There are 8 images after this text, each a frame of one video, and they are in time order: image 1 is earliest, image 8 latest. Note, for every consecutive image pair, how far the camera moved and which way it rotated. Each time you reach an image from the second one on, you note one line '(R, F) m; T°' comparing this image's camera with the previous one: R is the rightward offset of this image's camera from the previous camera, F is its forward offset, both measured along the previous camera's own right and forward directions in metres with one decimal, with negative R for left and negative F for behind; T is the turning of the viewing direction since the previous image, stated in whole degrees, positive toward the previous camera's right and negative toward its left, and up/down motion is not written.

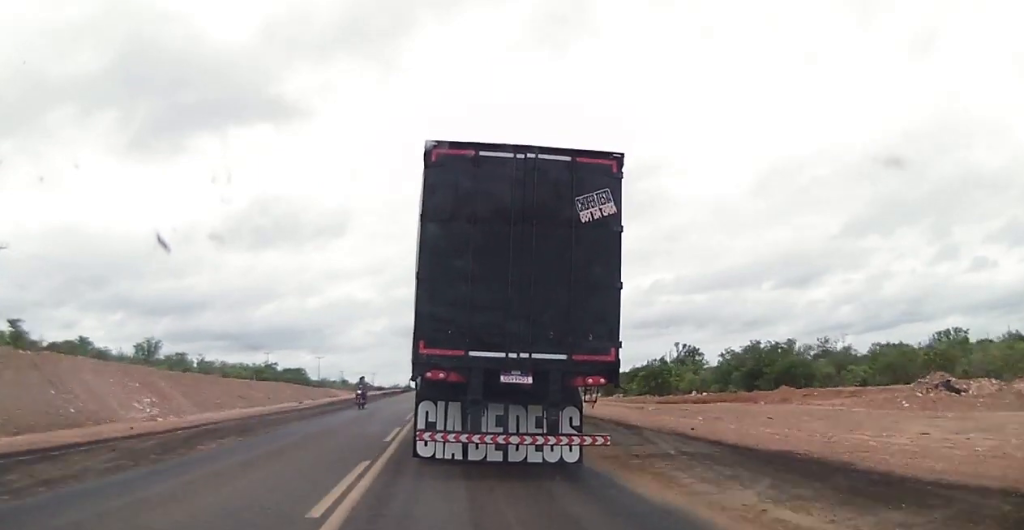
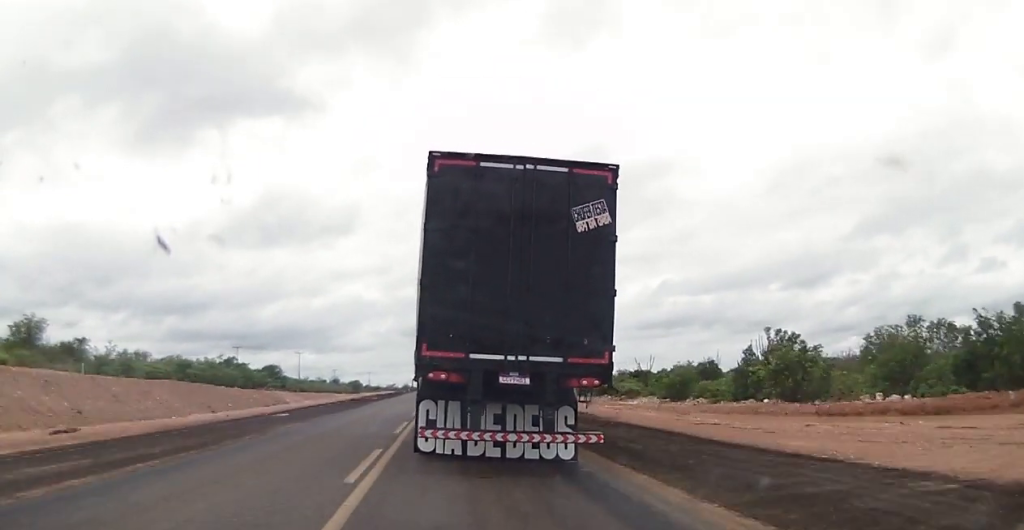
(-0.9, +30.8) m; -1°
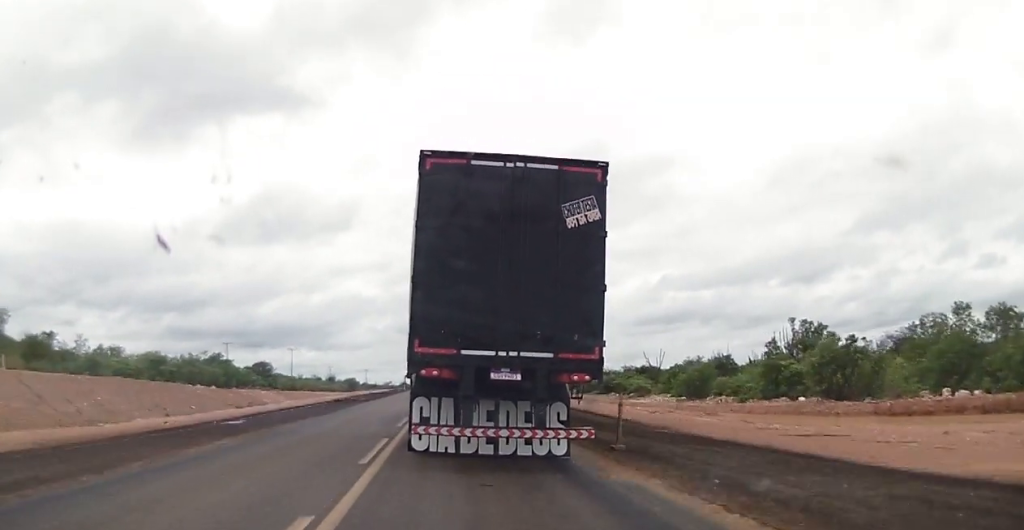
(+0.1, +6.5) m; +1°
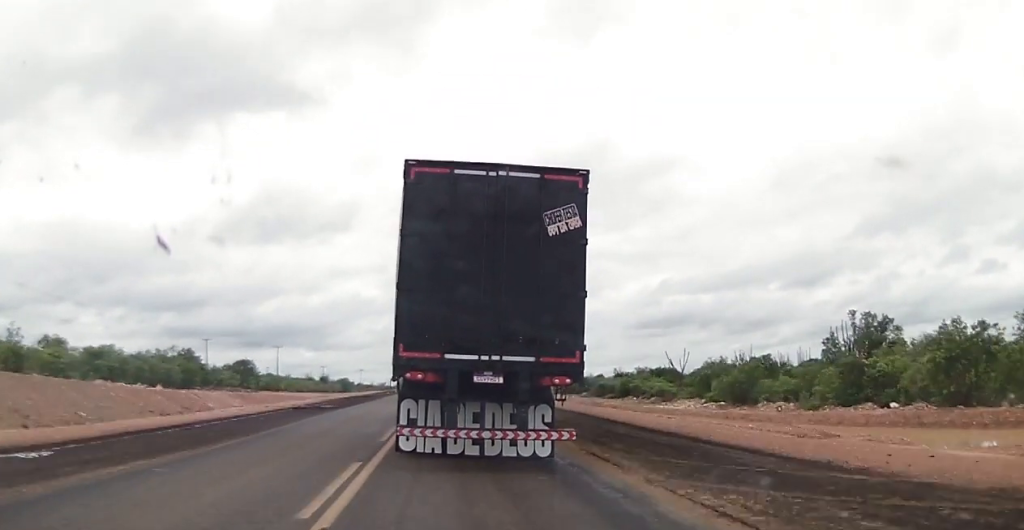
(0.0, +12.2) m; -2°
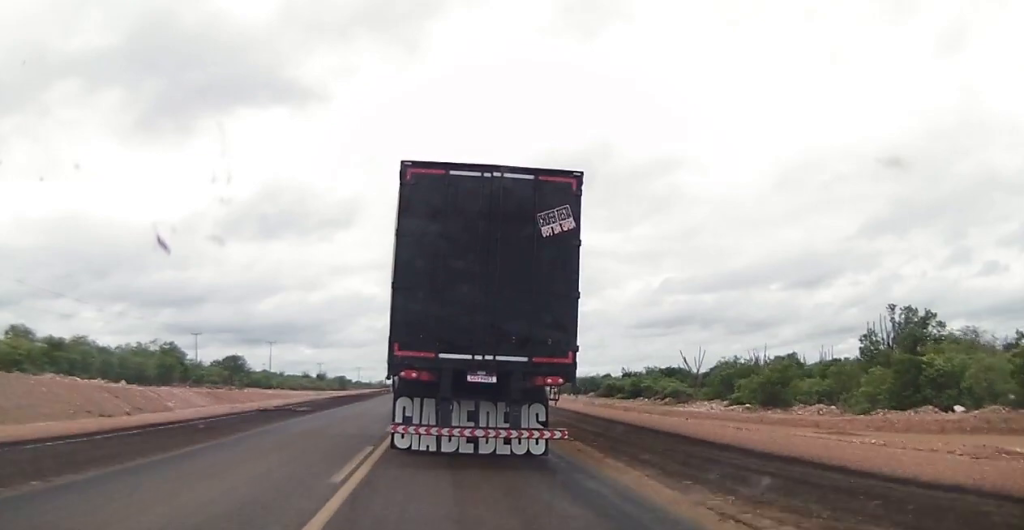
(-0.3, +6.2) m; 0°
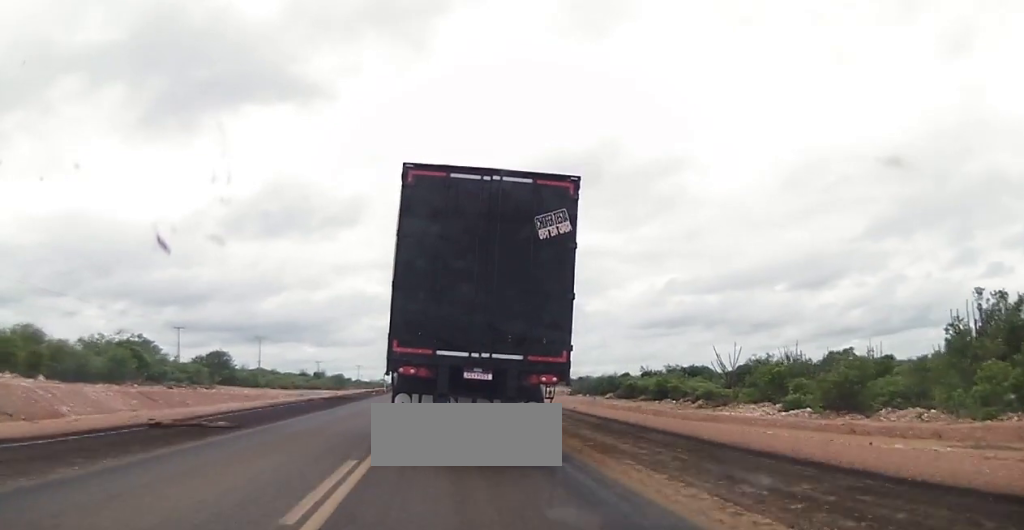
(-0.1, +10.7) m; +1°
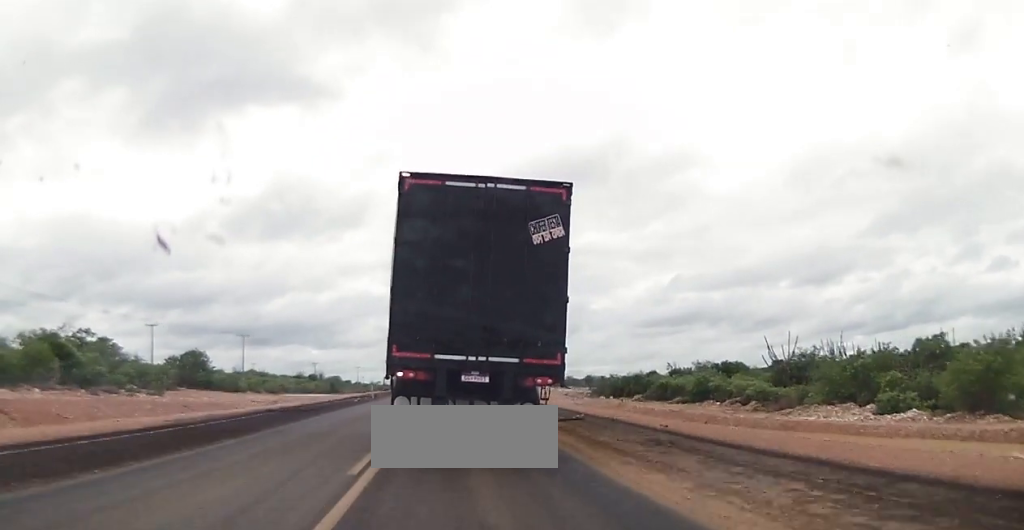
(+0.4, +13.0) m; +1°
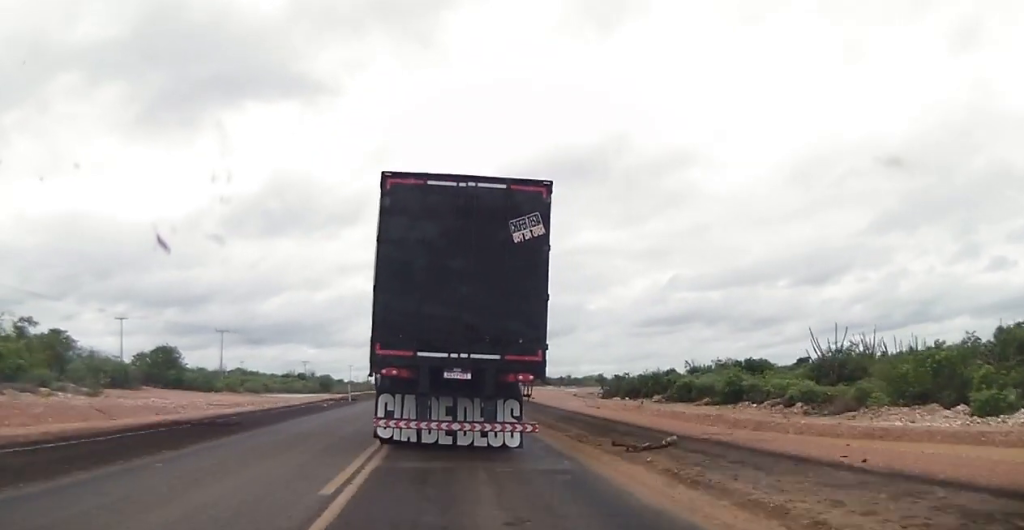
(0.0, +9.8) m; 0°
